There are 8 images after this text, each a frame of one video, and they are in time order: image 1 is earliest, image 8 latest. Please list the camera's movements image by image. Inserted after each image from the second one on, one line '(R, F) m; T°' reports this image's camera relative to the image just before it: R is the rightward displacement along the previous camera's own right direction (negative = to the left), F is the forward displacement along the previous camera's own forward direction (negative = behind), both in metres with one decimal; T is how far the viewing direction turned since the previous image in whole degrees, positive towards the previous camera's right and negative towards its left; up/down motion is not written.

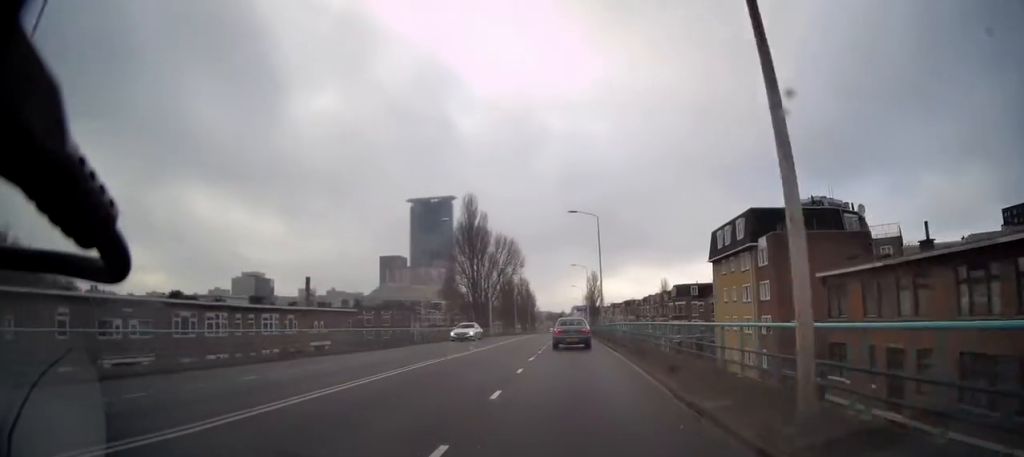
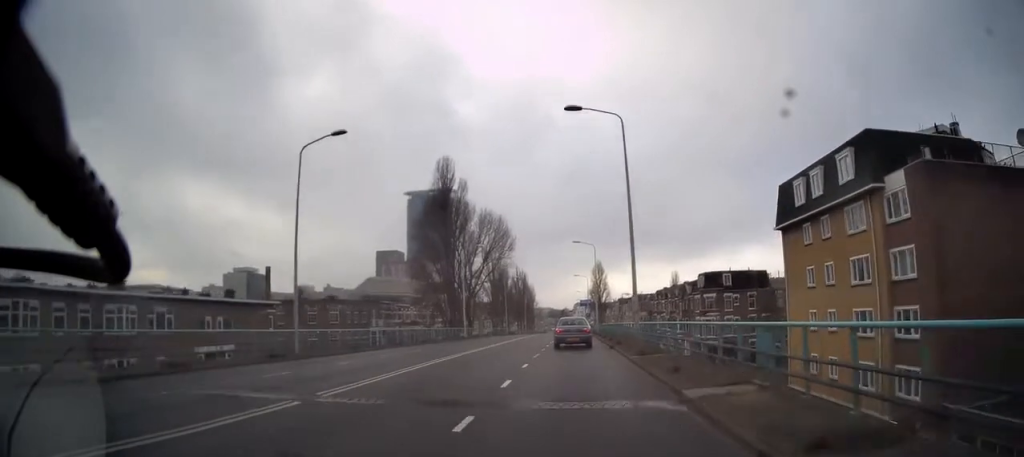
(+0.2, +18.5) m; 0°
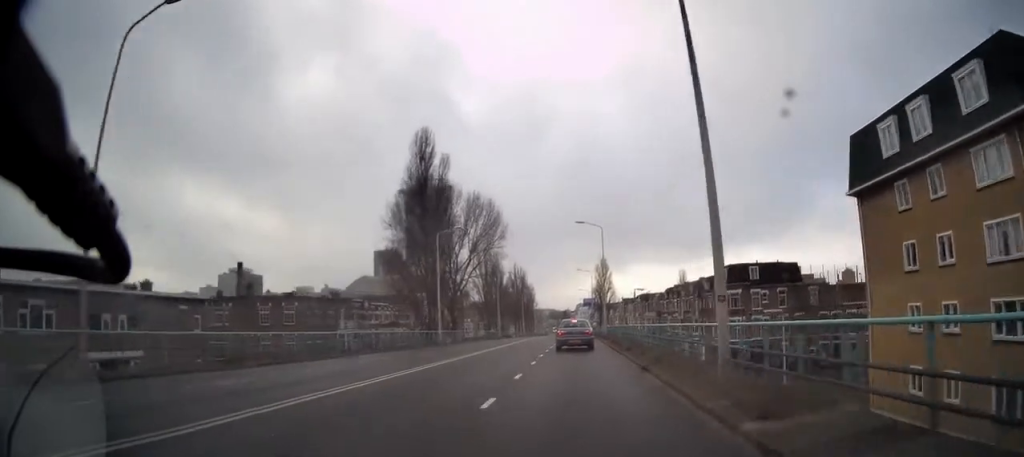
(0.0, +11.2) m; 0°
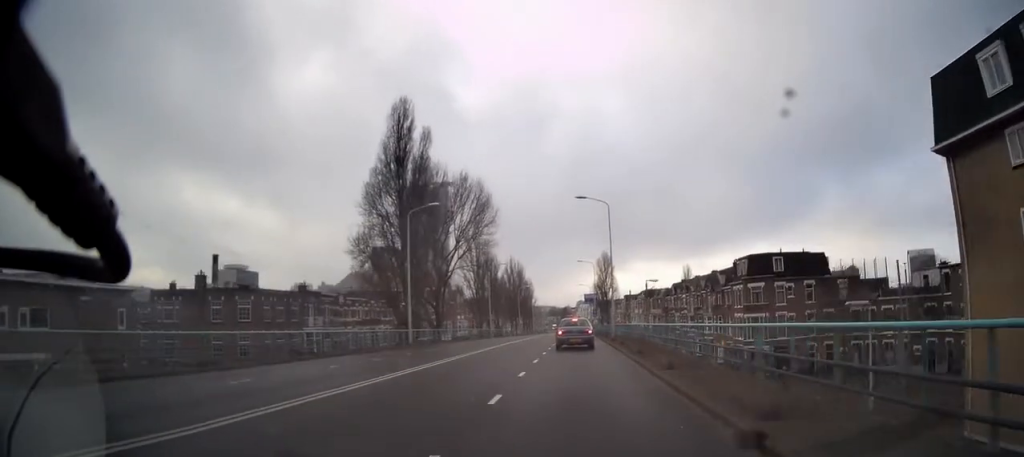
(-0.1, +7.7) m; 0°
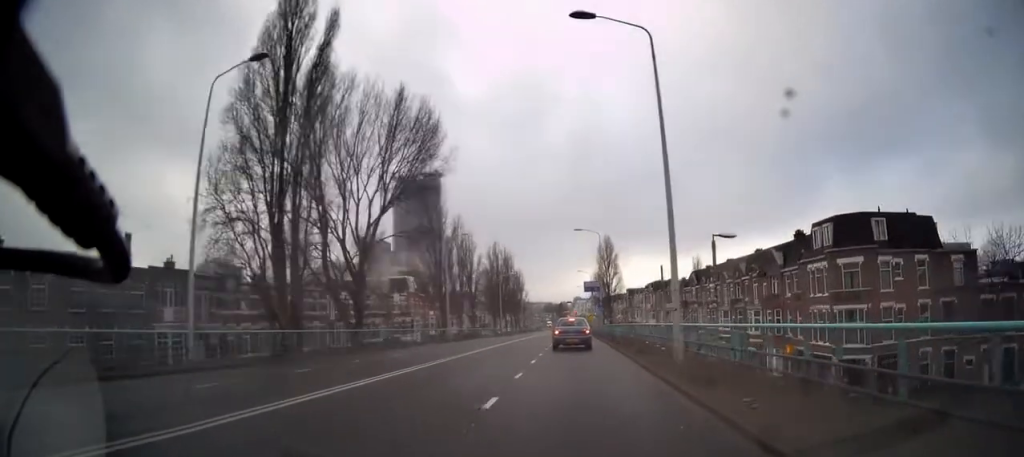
(+0.1, +21.3) m; +1°
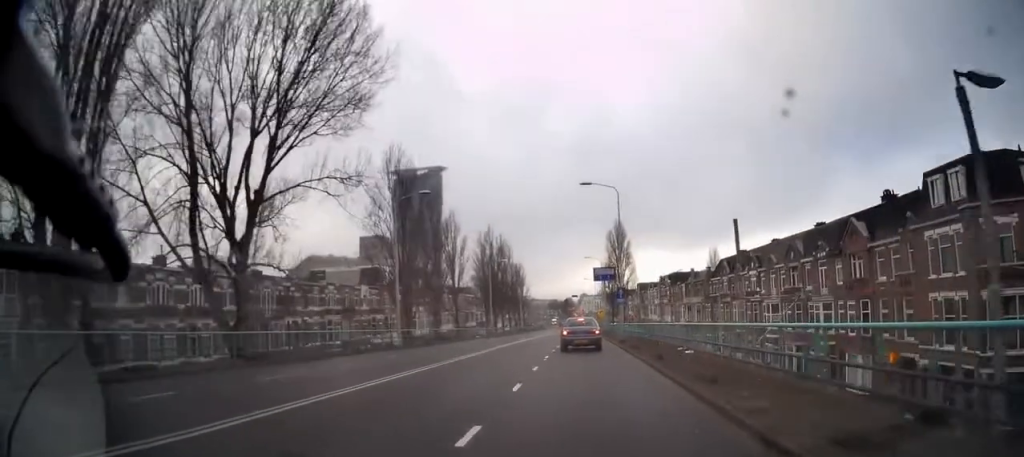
(+0.1, +14.5) m; 0°
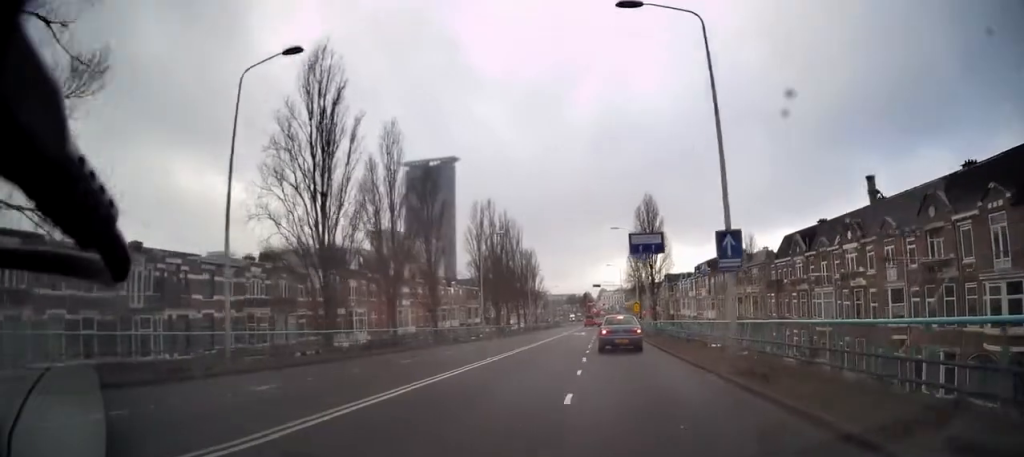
(-0.3, +17.7) m; -1°
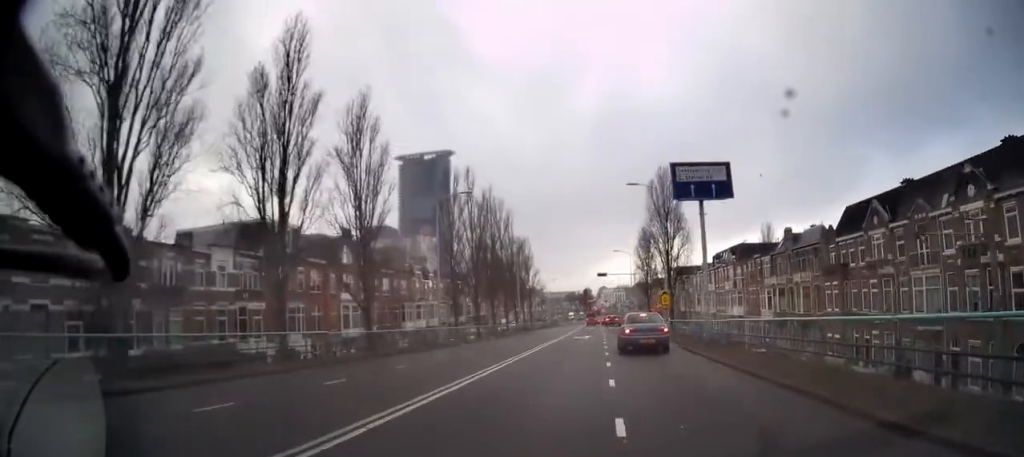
(-0.1, +14.3) m; 0°
